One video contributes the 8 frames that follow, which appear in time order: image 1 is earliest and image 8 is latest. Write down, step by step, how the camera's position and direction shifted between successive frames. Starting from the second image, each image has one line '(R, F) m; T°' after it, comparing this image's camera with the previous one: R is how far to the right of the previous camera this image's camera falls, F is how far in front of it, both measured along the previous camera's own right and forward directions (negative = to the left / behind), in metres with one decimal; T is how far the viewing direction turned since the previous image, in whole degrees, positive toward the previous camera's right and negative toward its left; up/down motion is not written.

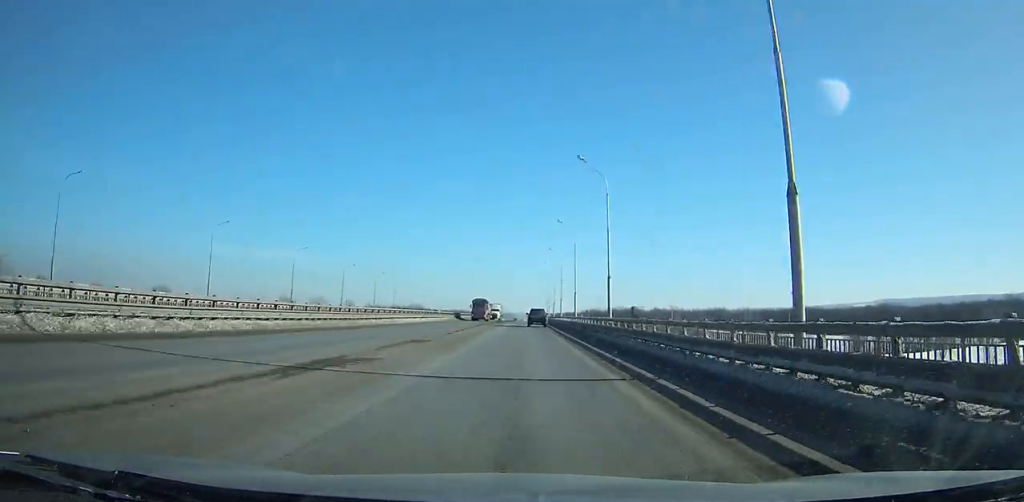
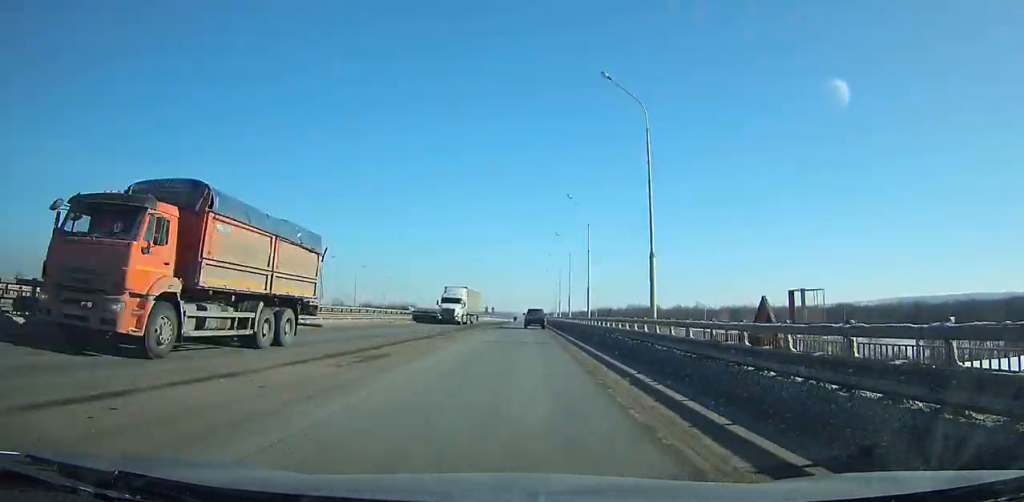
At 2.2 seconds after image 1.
(0.0, +44.0) m; 0°
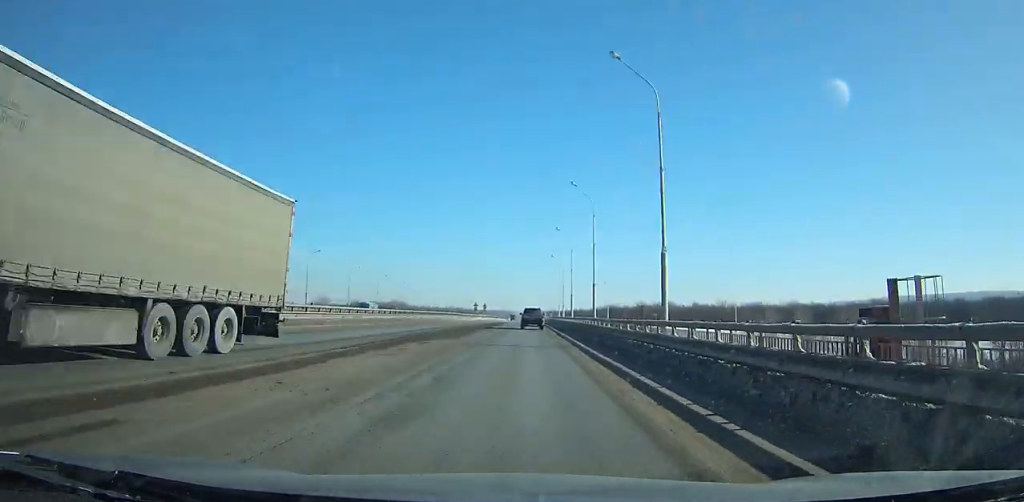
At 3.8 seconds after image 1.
(+0.1, +31.8) m; 0°
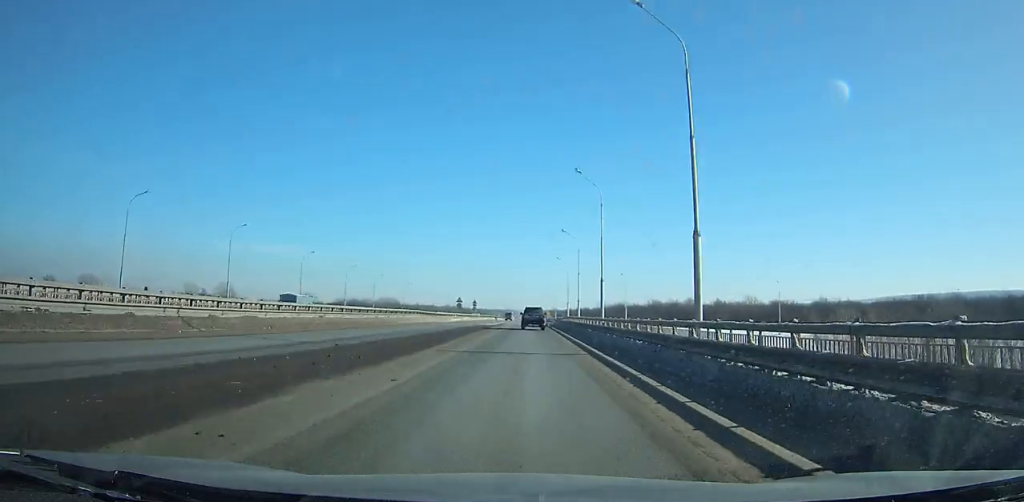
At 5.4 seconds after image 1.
(-0.1, +31.5) m; 0°
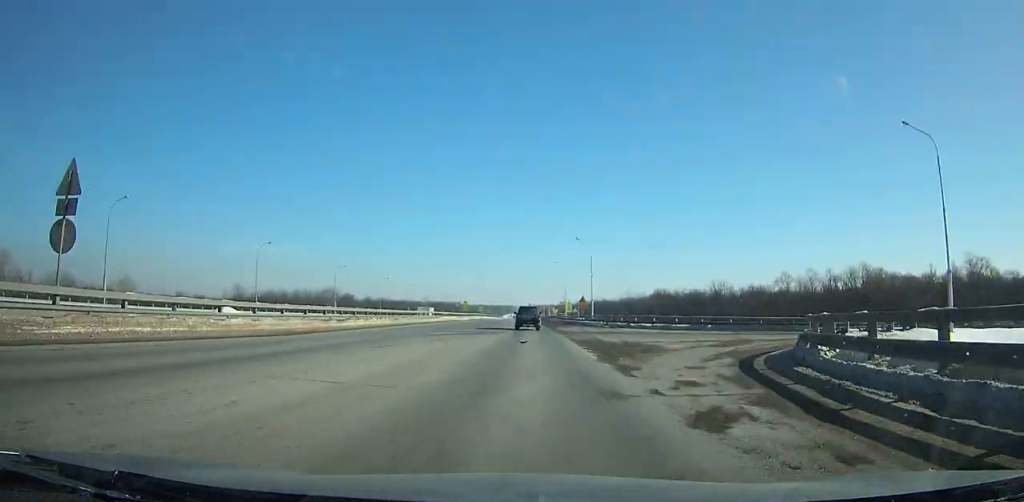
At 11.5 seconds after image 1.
(-0.8, +115.8) m; 0°
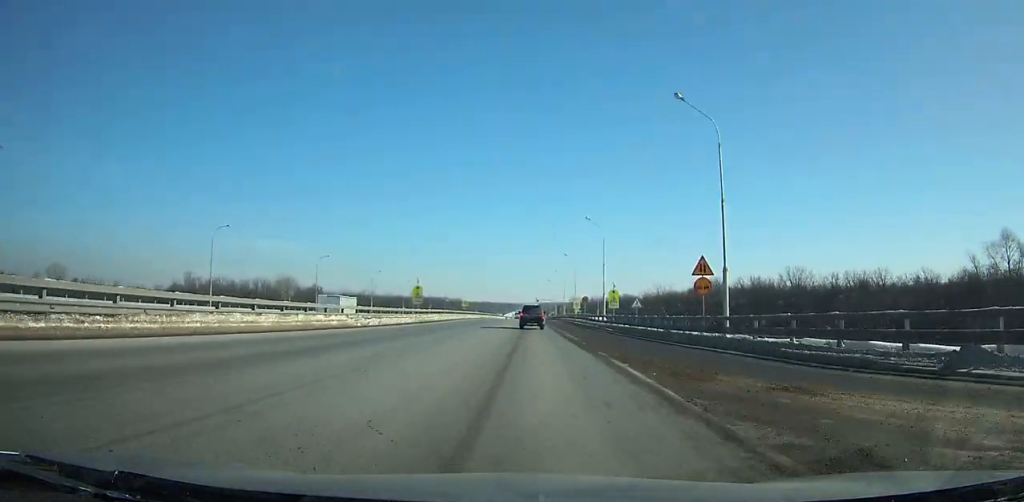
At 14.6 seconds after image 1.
(0.0, +55.7) m; 0°
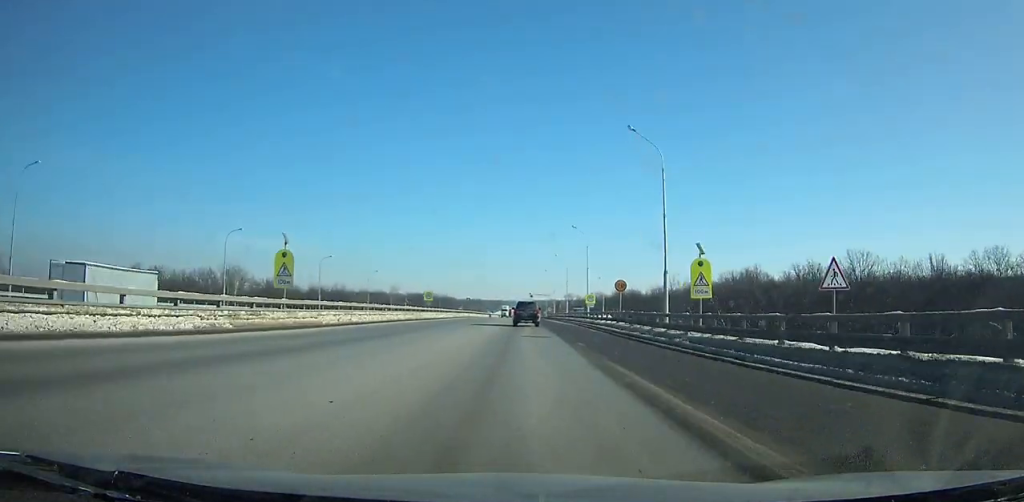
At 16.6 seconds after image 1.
(-0.2, +34.8) m; 0°
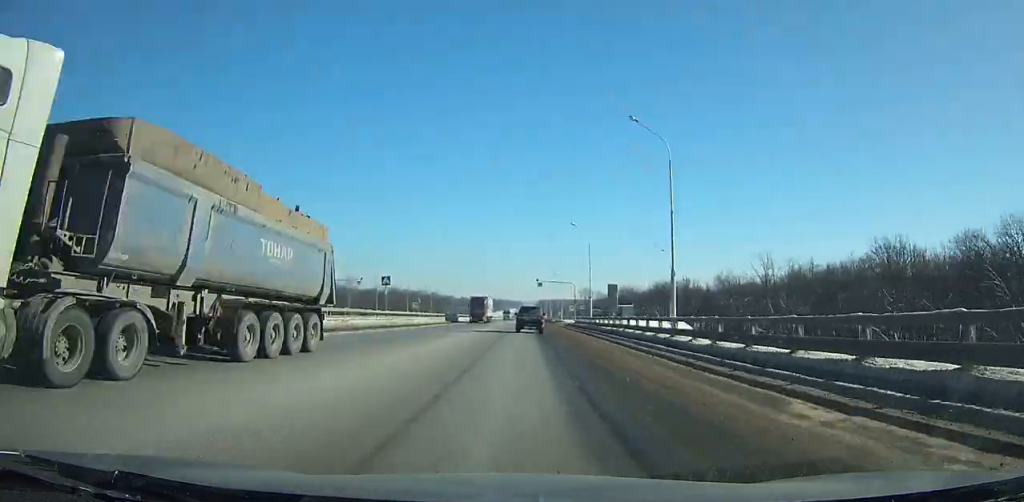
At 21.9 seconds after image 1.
(+0.2, +84.5) m; 0°
